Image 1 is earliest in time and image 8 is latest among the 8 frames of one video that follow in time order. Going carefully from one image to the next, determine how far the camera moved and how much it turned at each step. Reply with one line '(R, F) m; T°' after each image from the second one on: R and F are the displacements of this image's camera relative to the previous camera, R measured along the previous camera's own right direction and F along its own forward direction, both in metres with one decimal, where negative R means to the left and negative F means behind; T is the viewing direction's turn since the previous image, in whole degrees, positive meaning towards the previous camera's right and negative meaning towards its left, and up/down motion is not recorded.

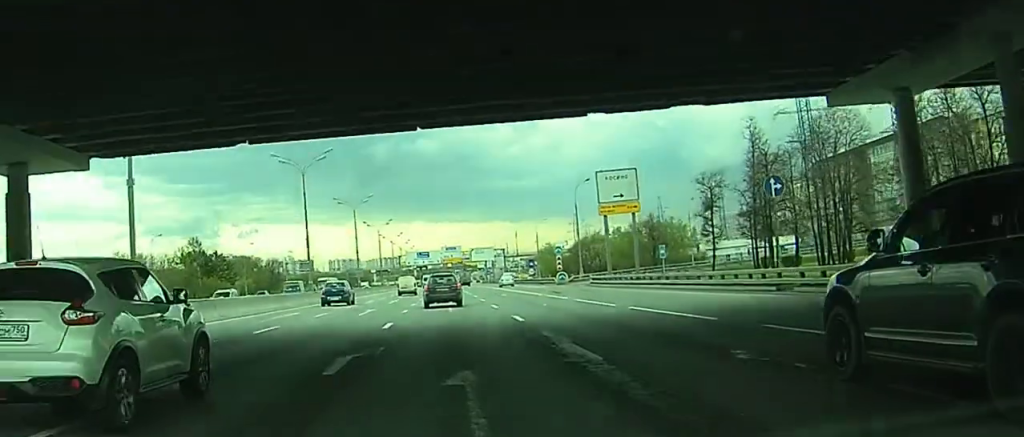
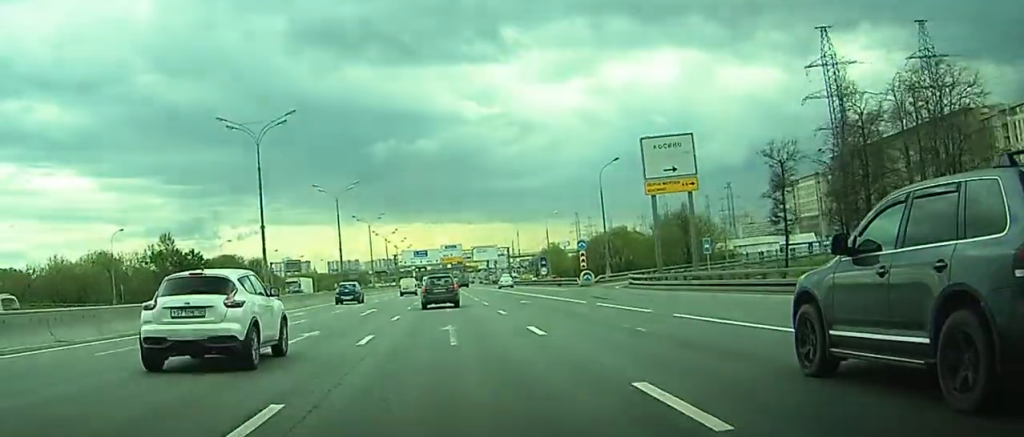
(+0.3, +18.0) m; +1°
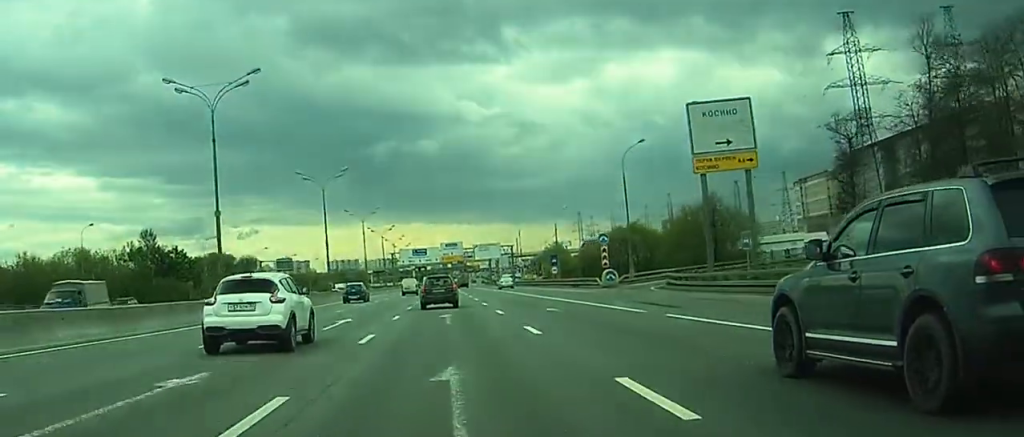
(0.0, +11.6) m; 0°
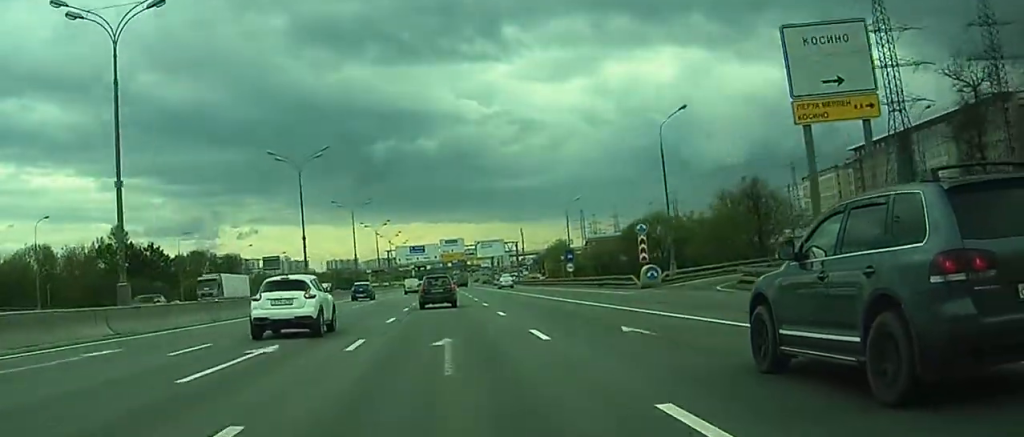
(0.0, +14.7) m; 0°
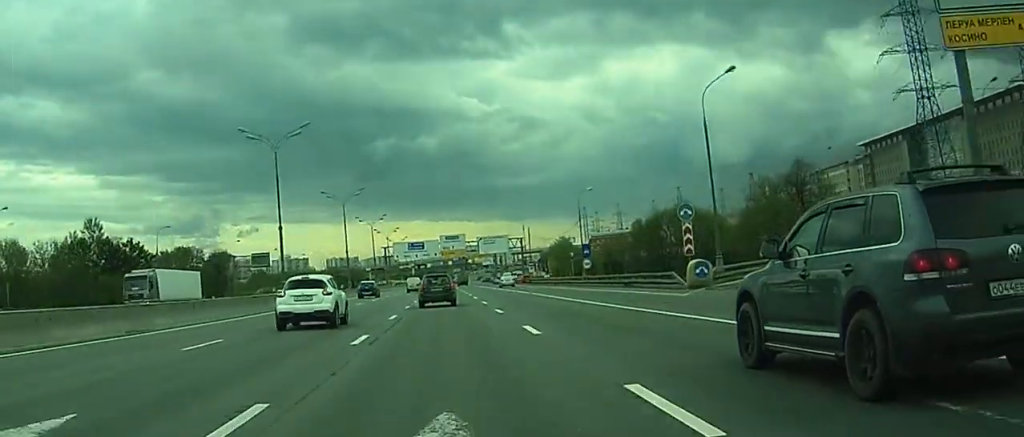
(0.0, +11.3) m; 0°
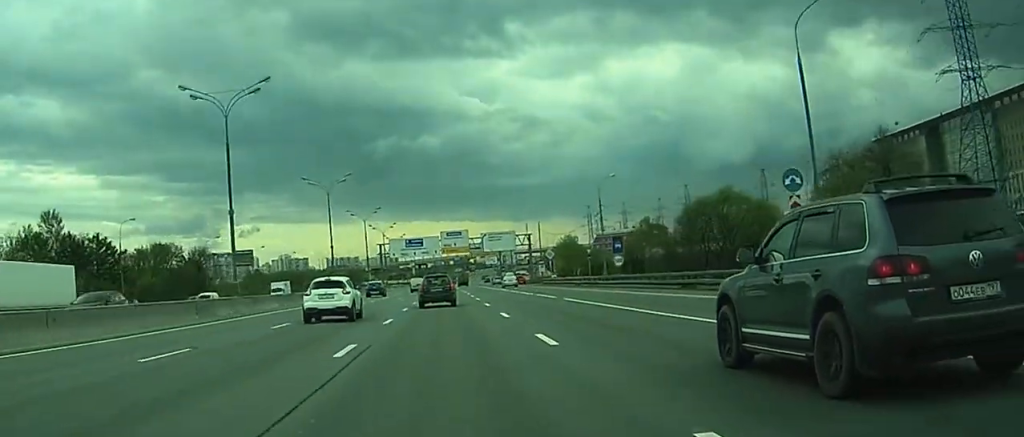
(+0.1, +15.7) m; -1°
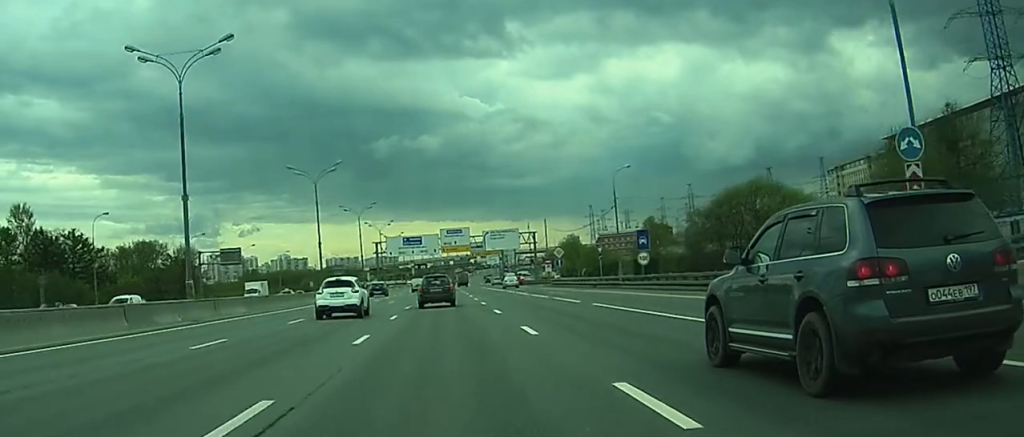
(-0.1, +9.3) m; 0°
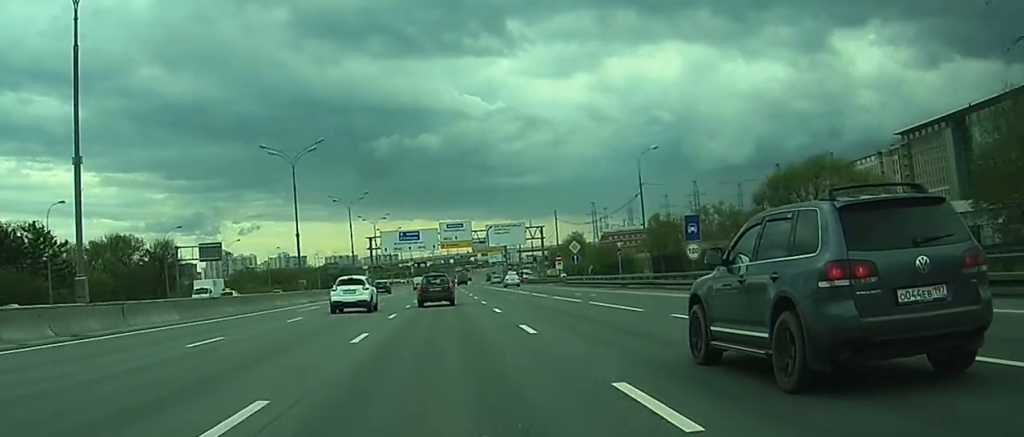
(-0.2, +12.9) m; 0°
